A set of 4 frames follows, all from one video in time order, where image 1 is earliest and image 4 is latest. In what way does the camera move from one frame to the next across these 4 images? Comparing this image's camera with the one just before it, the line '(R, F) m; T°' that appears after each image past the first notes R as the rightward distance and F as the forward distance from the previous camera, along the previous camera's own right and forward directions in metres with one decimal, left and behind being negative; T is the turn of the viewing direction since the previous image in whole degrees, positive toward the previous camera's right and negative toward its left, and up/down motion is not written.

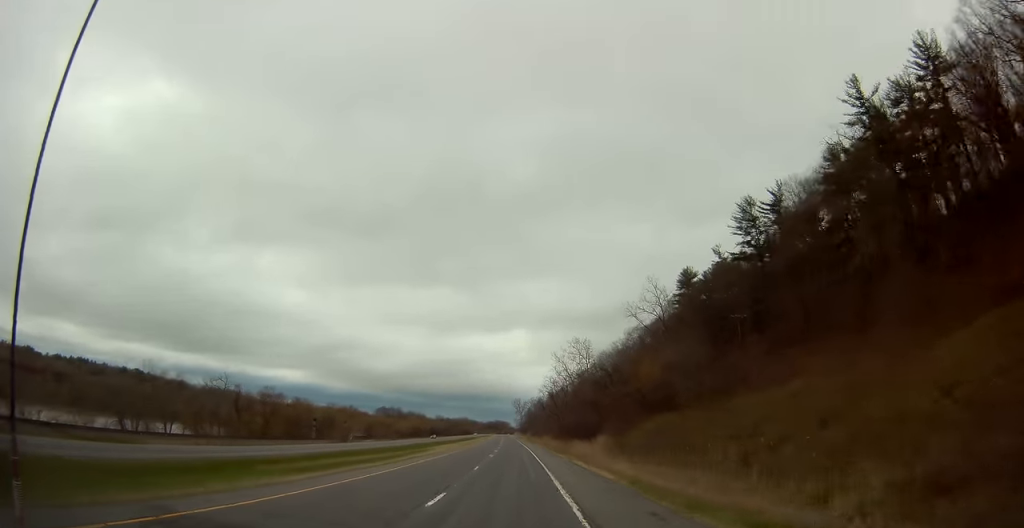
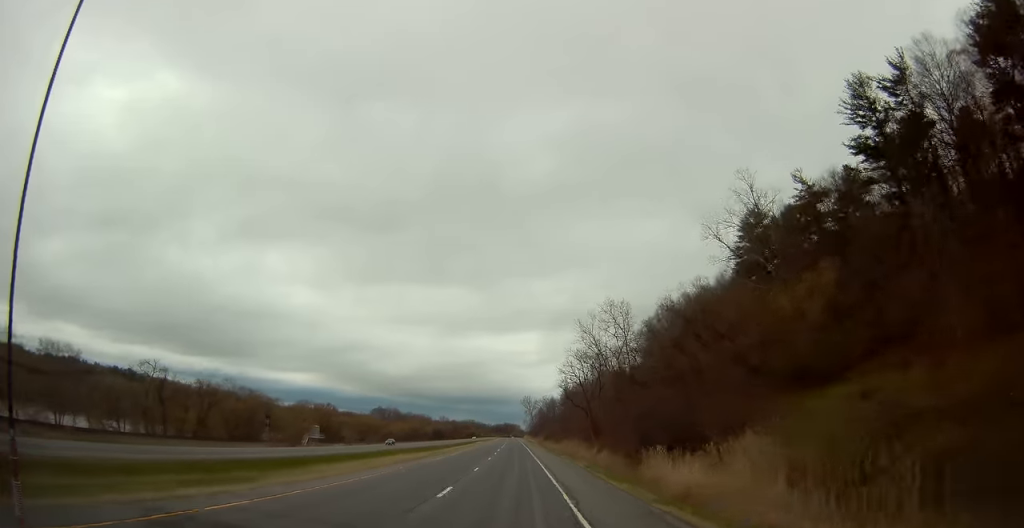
(+0.8, +46.8) m; +1°
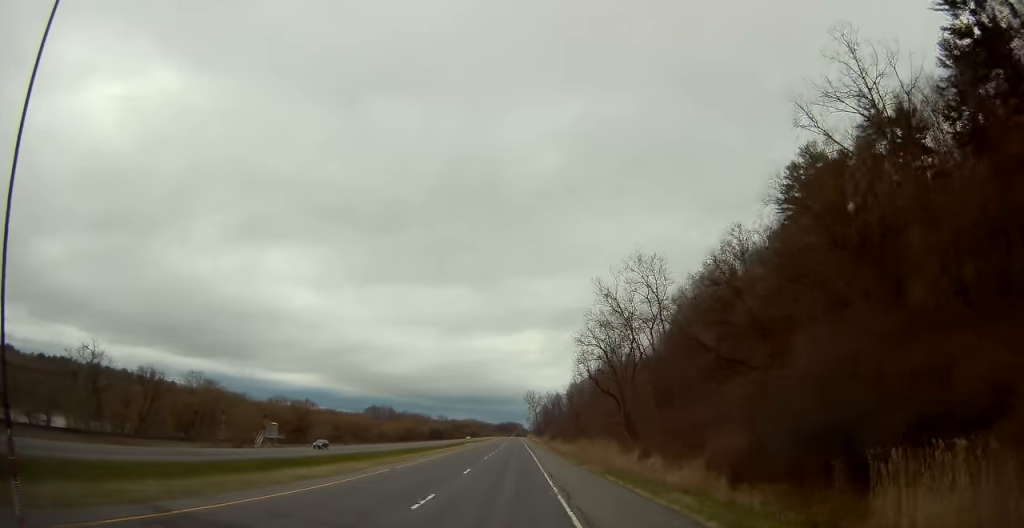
(-0.5, +27.3) m; -1°
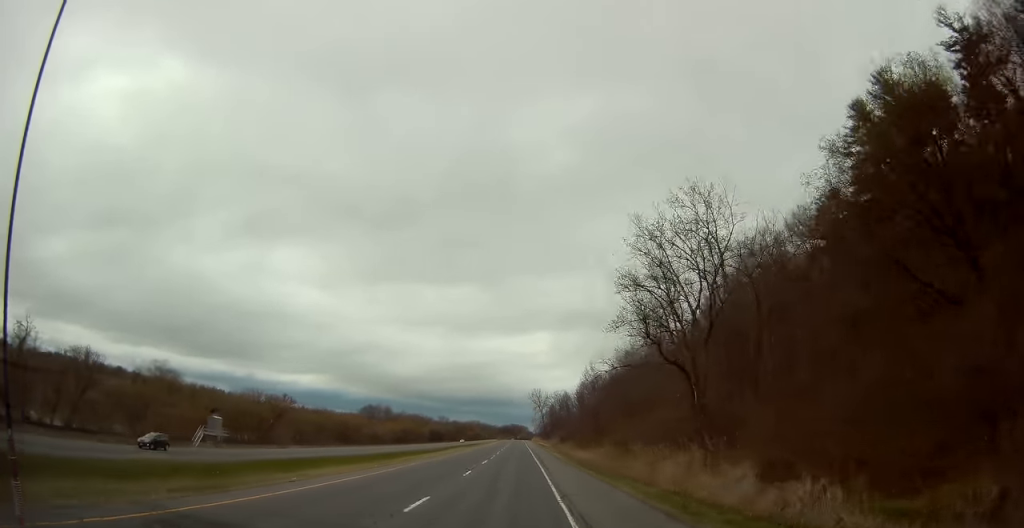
(+0.1, +25.4) m; -1°
